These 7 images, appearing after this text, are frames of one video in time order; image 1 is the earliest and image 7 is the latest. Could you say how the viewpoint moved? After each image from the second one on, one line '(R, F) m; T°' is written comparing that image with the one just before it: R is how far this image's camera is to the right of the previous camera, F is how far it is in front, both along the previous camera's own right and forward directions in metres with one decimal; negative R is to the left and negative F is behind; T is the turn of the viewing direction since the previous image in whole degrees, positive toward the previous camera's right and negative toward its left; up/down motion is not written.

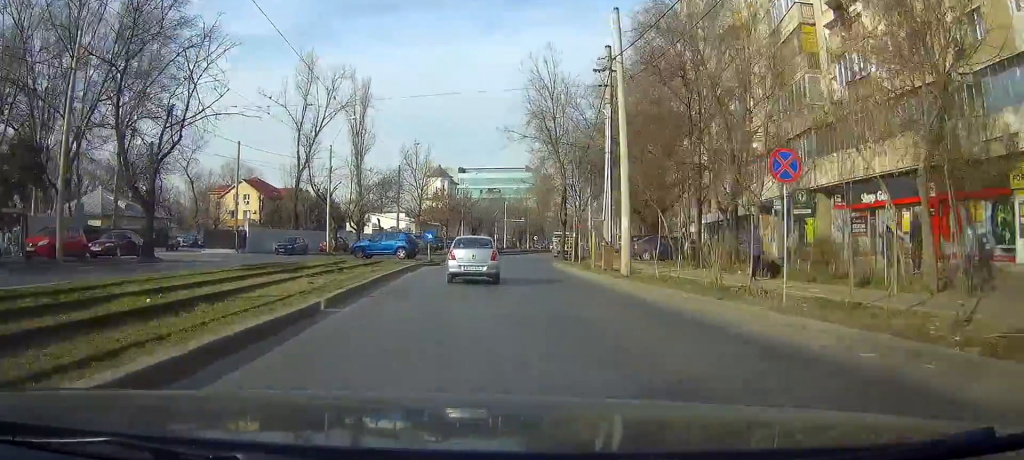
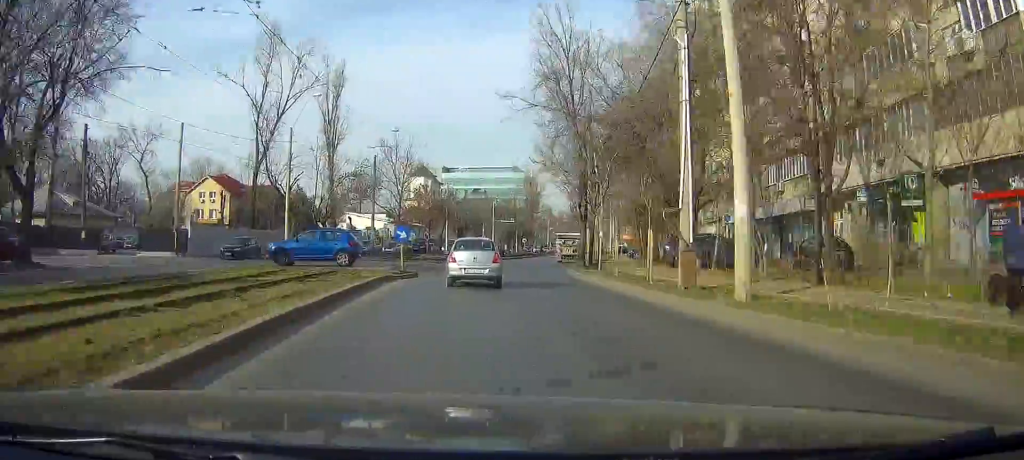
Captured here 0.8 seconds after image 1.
(0.0, +11.1) m; 0°
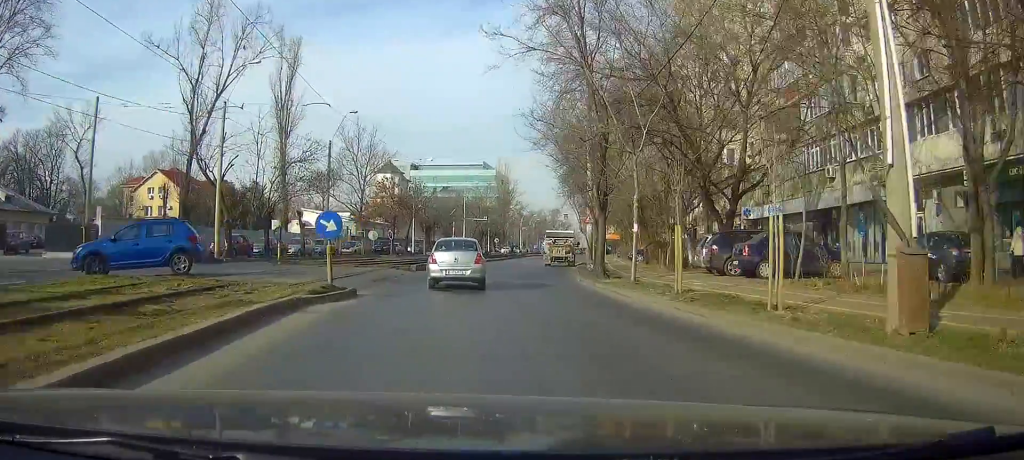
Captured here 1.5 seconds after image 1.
(0.0, +10.0) m; +1°
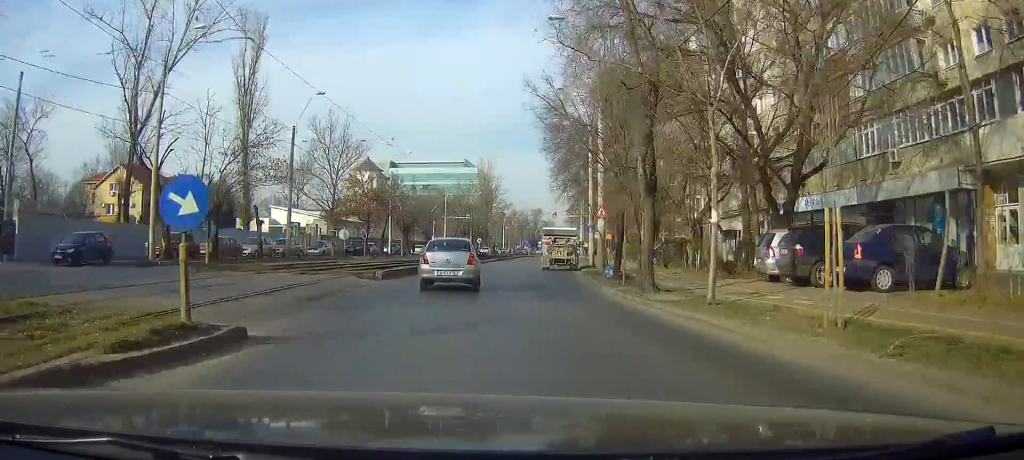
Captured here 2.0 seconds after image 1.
(0.0, +7.6) m; +1°
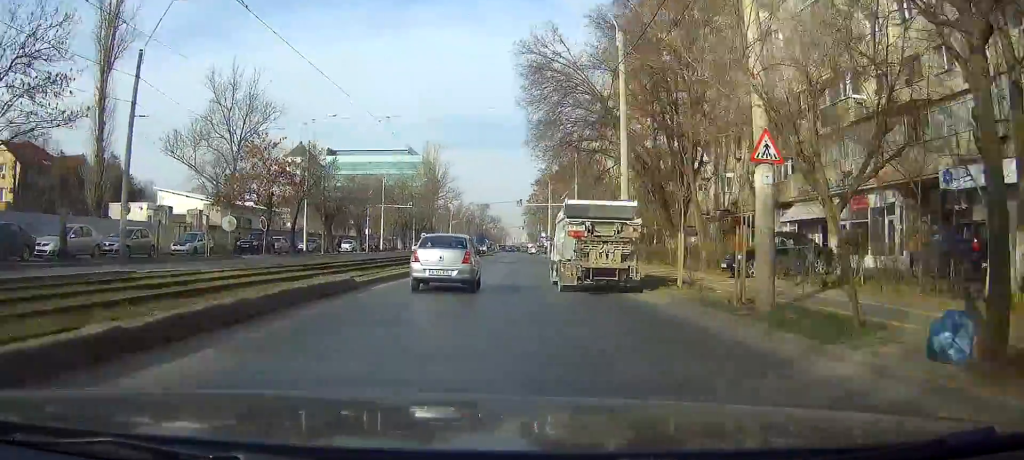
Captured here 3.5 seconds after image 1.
(+1.1, +21.2) m; +5°
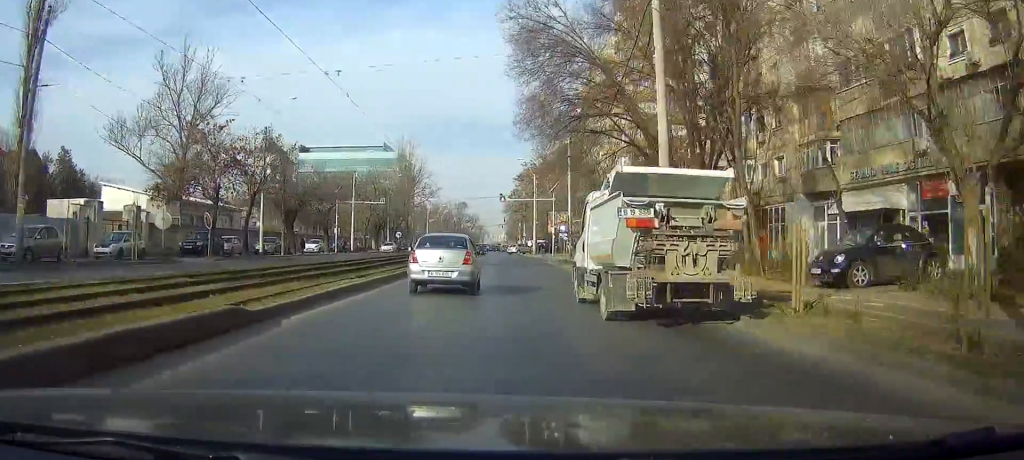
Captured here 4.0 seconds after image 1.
(+0.1, +7.8) m; +1°
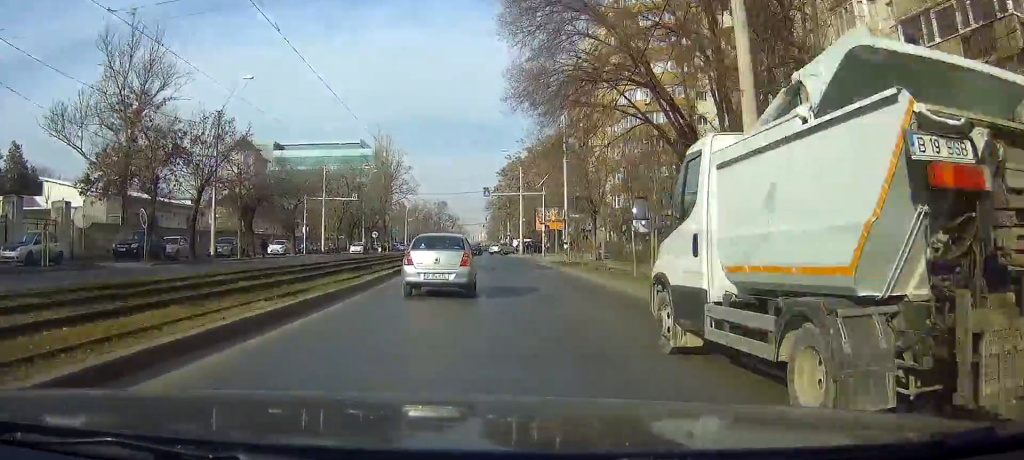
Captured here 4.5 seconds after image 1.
(0.0, +7.3) m; +1°
